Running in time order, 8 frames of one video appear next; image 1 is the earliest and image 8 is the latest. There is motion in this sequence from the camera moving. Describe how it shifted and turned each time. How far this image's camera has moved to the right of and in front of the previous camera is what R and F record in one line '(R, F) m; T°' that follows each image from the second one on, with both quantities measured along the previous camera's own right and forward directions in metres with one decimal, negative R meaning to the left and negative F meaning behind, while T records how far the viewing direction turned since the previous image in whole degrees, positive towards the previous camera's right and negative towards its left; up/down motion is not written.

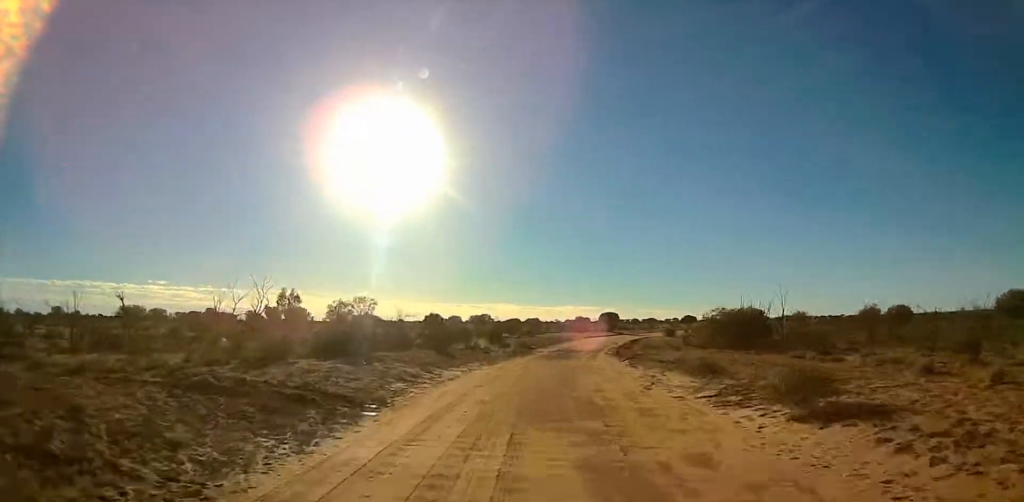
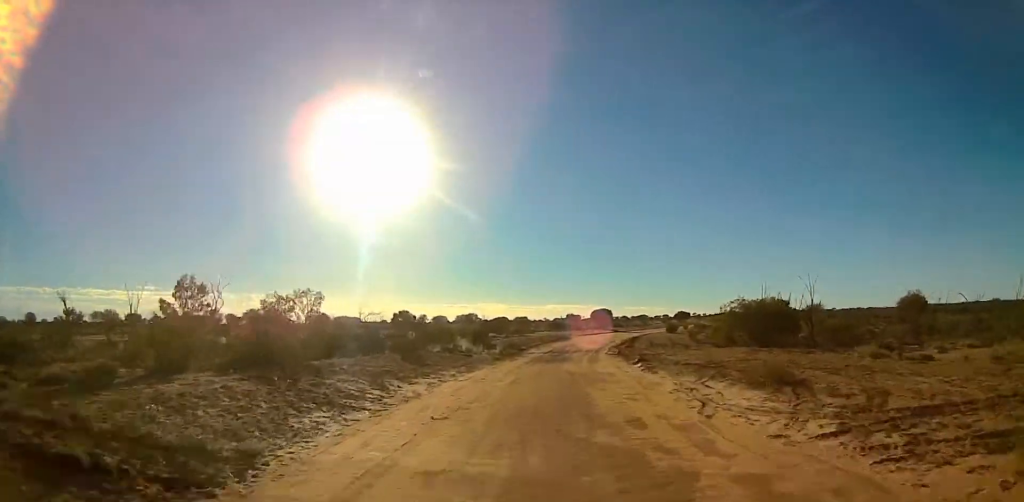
(0.0, +9.2) m; 0°
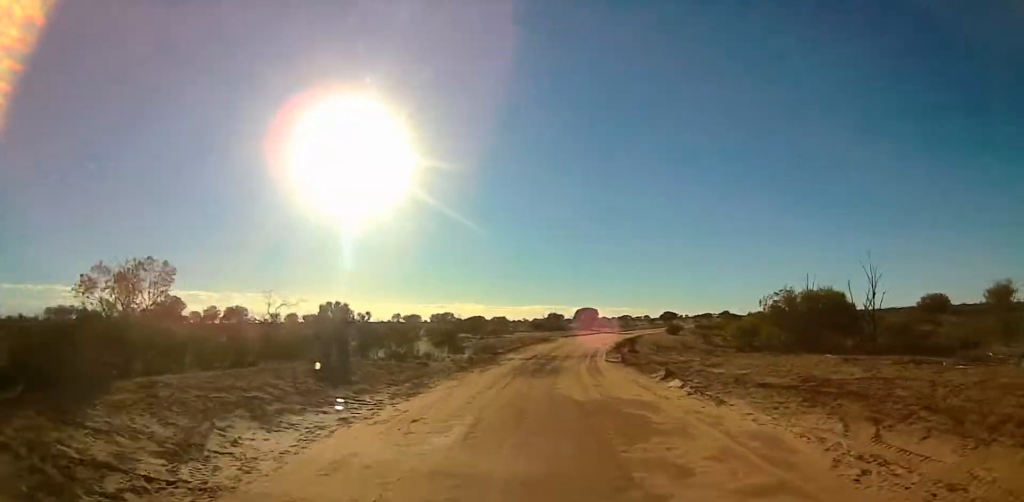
(0.0, +12.9) m; +1°
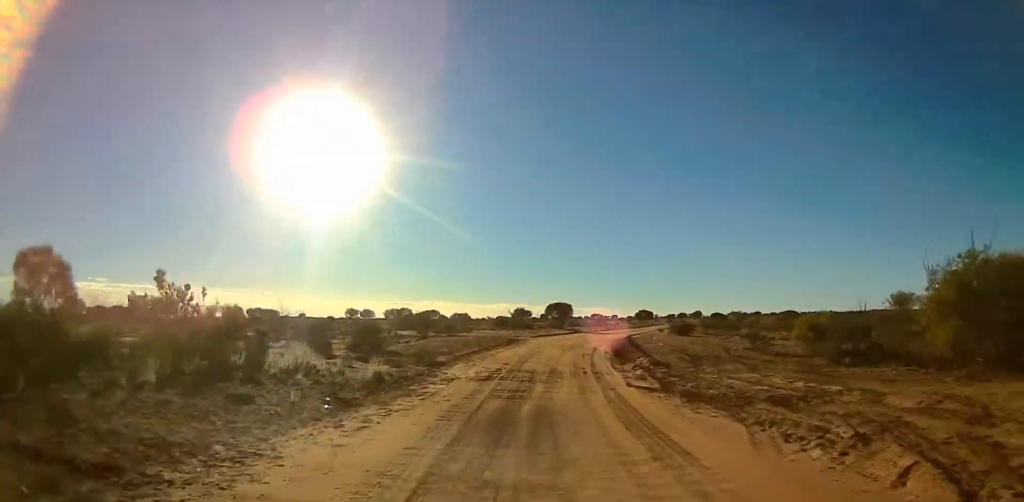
(+0.4, +18.2) m; +4°
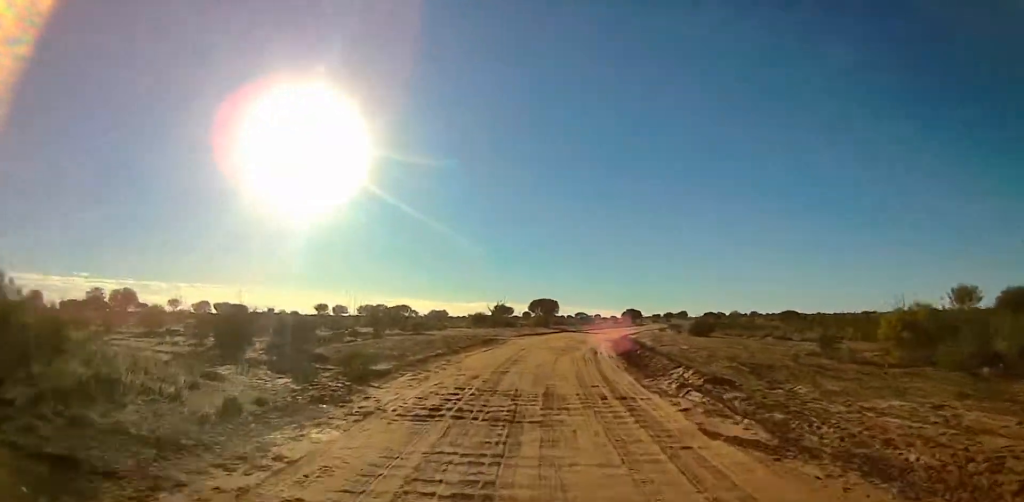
(+0.4, +9.8) m; +3°
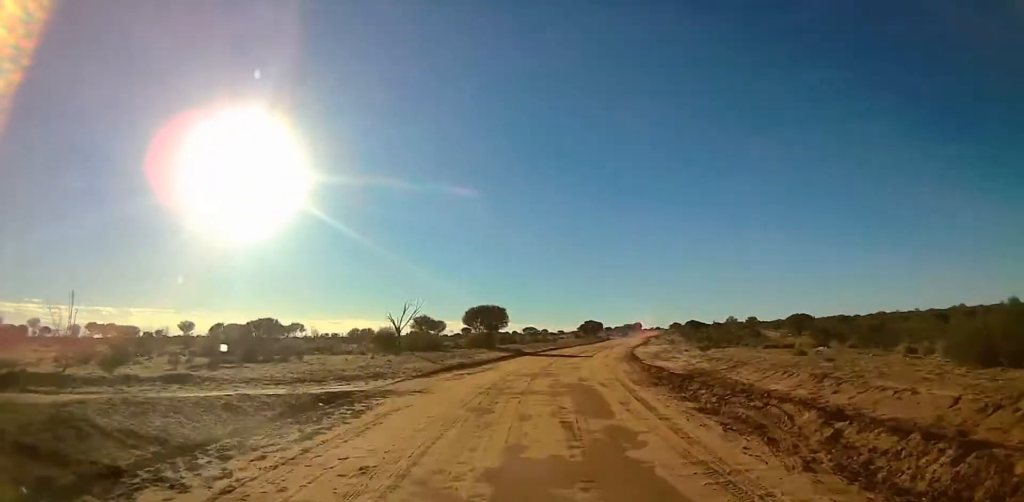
(+0.1, +24.4) m; +1°
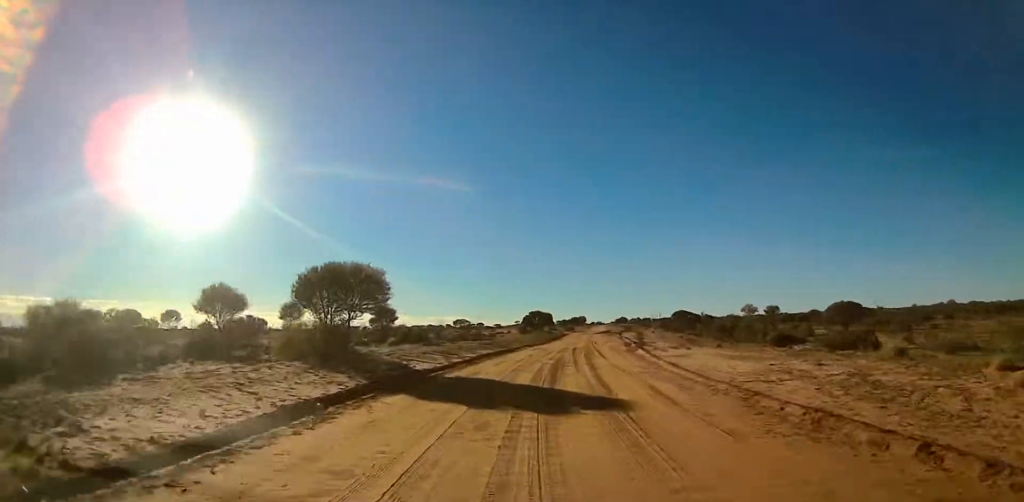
(+2.6, +28.0) m; +9°
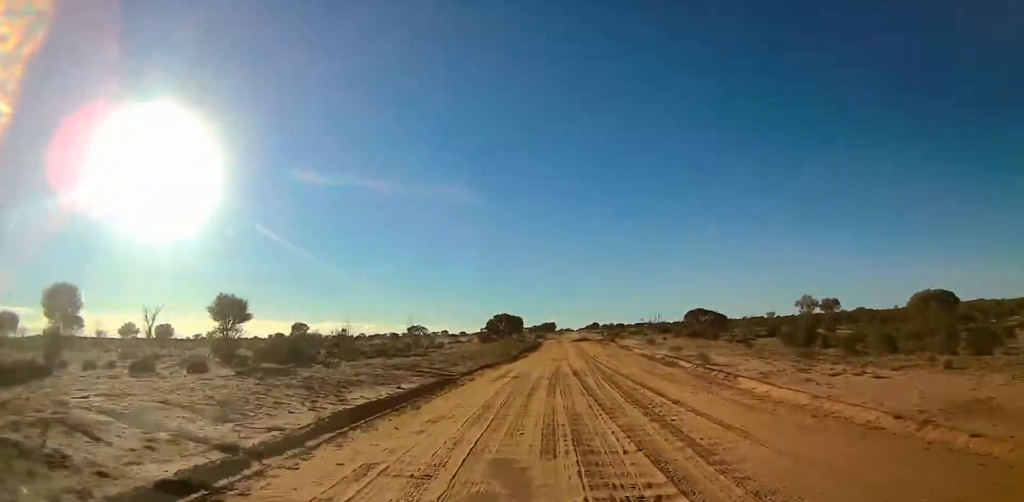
(+0.3, +23.9) m; +3°
